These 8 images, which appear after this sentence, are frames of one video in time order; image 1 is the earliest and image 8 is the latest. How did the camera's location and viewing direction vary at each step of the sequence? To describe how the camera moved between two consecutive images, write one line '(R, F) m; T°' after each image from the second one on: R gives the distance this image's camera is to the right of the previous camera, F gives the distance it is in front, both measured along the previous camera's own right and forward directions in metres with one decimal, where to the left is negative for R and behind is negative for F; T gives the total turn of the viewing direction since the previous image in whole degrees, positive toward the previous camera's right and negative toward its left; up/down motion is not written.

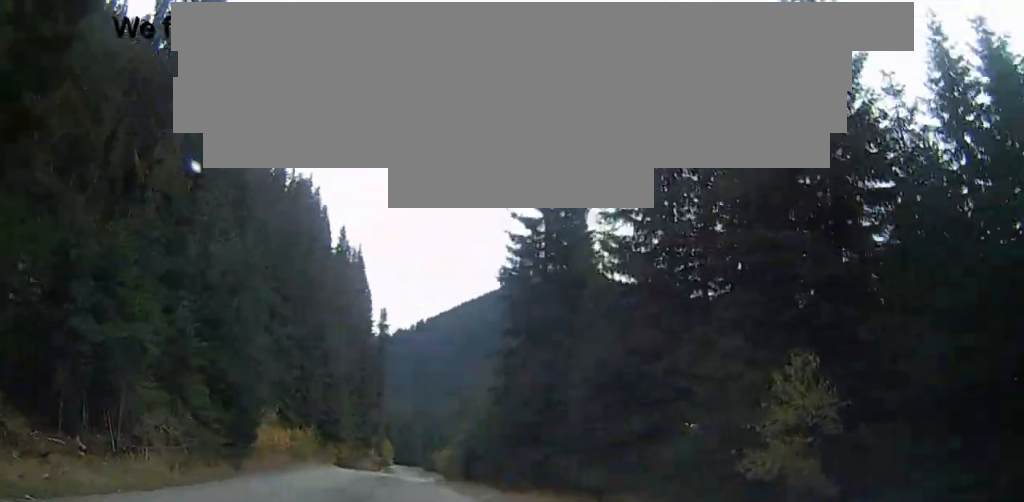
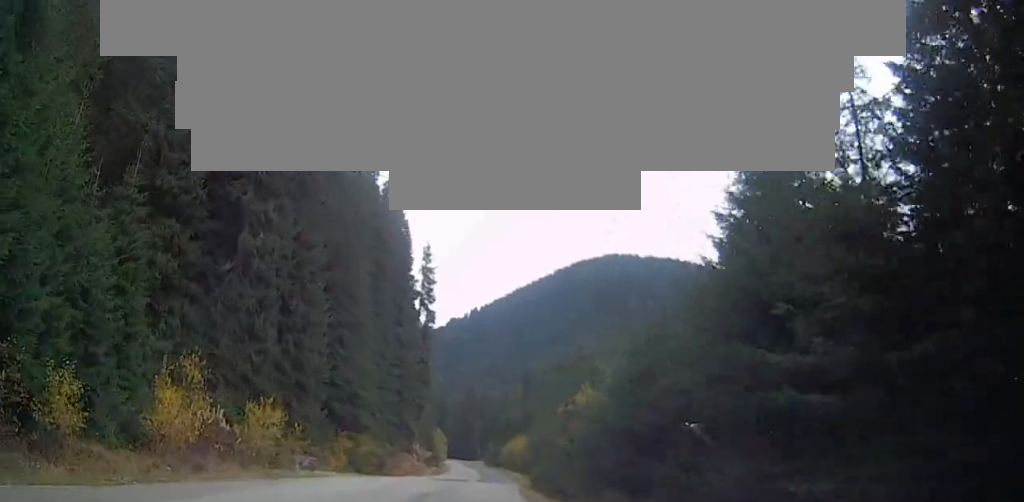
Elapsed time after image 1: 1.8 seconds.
(-2.6, +29.4) m; -10°
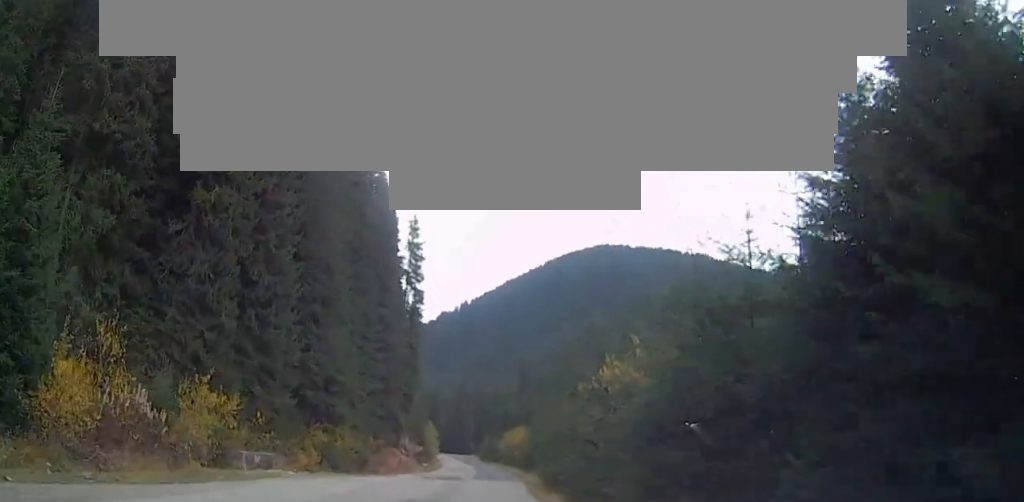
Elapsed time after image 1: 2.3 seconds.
(-0.1, +7.1) m; -1°
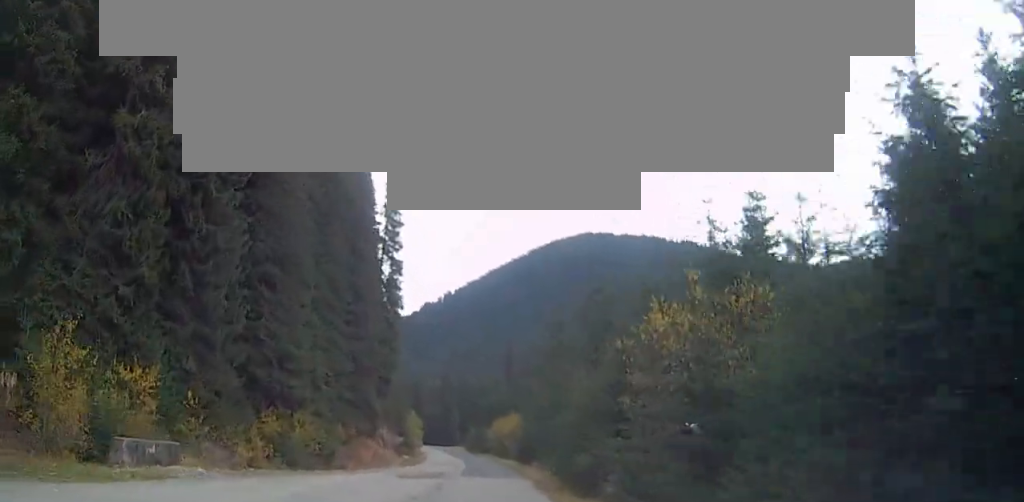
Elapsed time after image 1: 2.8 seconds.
(0.0, +8.3) m; 0°
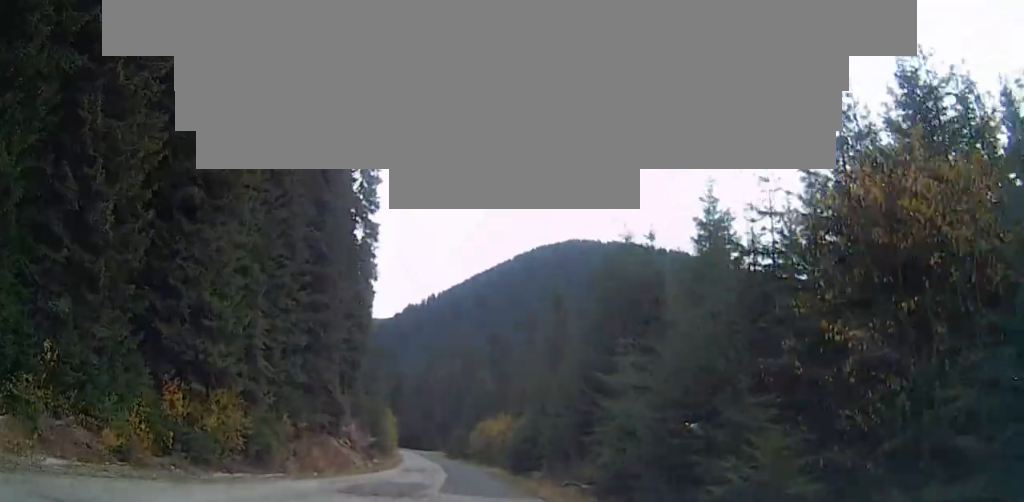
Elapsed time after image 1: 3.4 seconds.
(0.0, +10.6) m; +1°
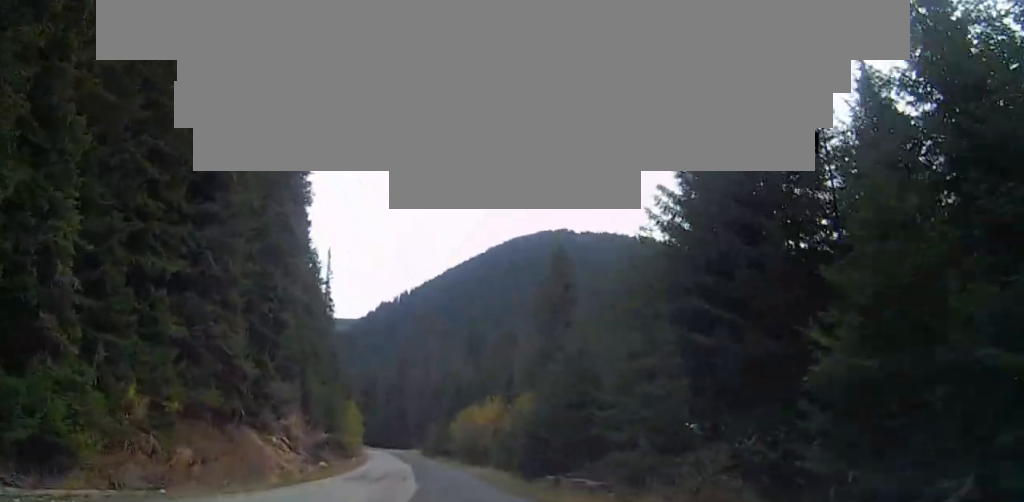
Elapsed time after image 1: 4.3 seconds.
(+0.2, +15.9) m; +1°
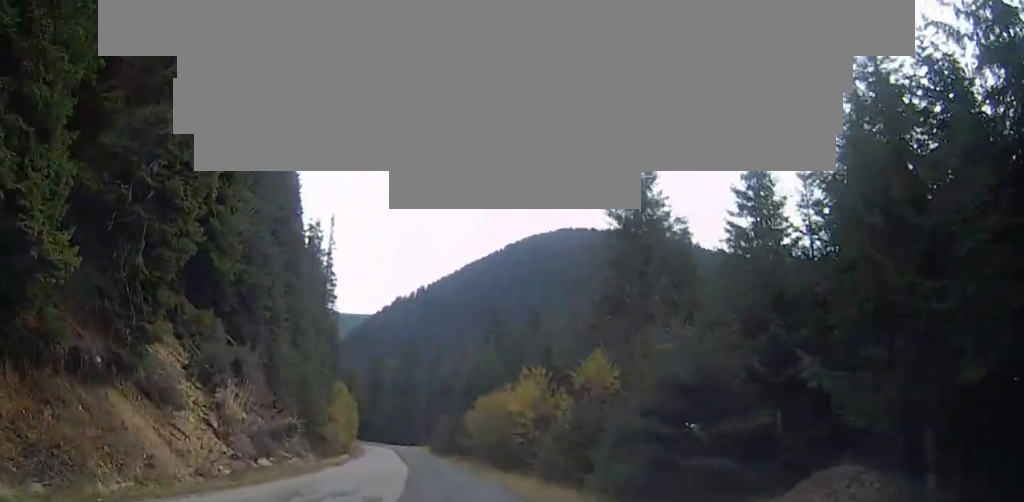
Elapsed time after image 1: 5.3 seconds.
(+0.1, +16.1) m; 0°
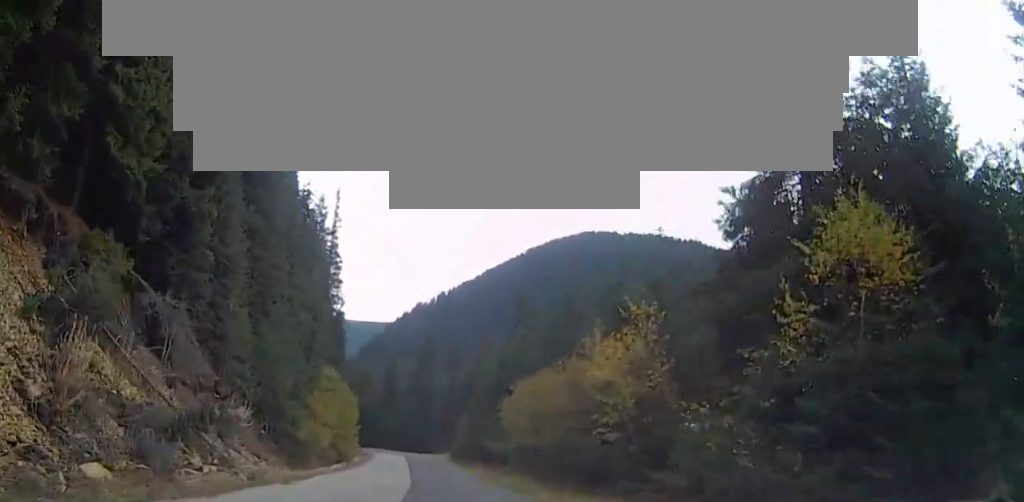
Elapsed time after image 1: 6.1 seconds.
(0.0, +14.4) m; 0°
